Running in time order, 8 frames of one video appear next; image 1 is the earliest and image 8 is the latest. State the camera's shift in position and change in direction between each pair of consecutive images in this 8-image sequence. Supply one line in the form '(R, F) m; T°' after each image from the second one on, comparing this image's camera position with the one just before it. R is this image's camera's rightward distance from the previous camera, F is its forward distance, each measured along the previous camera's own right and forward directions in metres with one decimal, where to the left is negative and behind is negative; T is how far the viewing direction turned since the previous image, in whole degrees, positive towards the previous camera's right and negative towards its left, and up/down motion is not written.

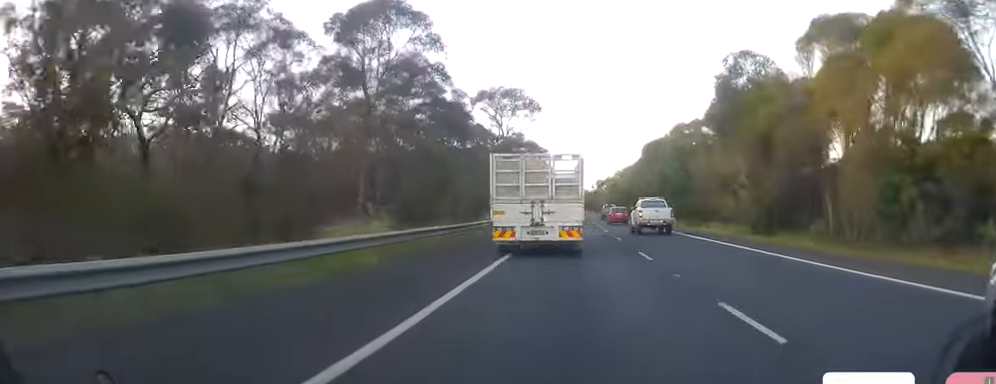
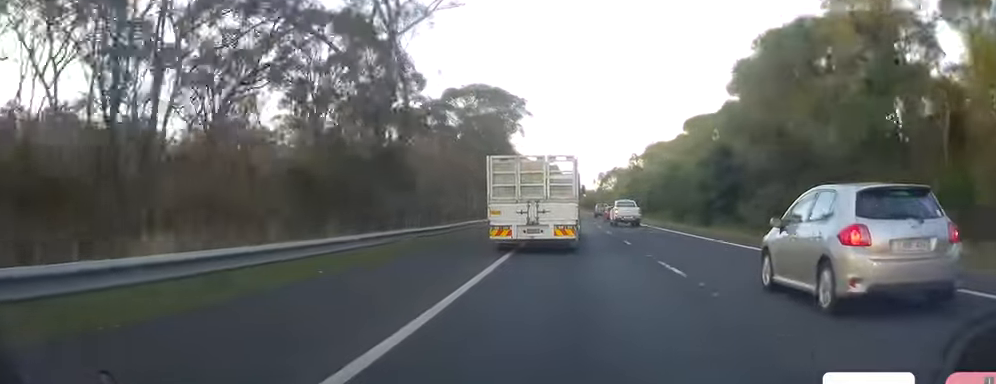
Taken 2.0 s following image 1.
(-0.2, +52.0) m; 0°
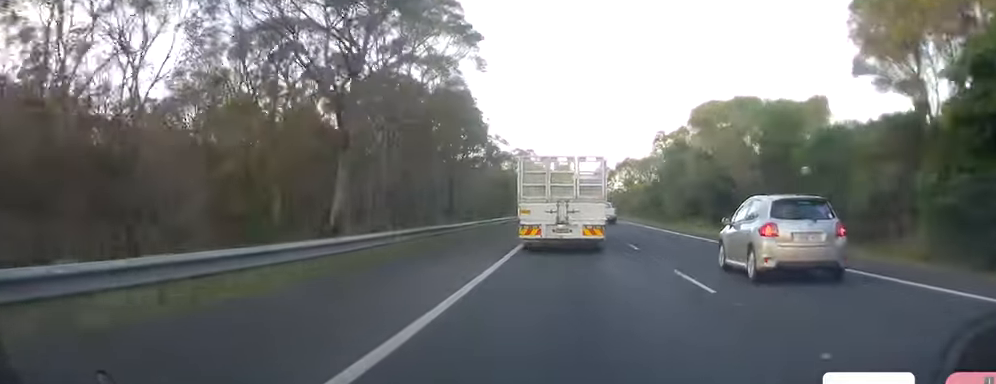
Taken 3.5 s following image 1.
(+0.2, +38.4) m; 0°
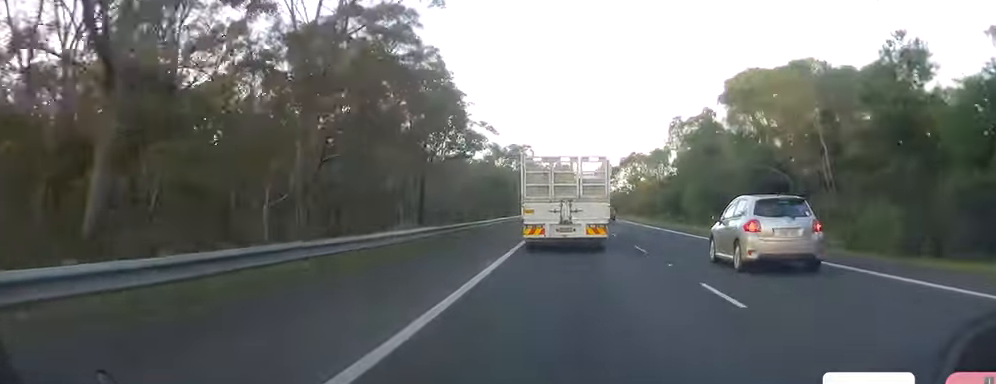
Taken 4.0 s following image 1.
(-0.2, +14.0) m; 0°
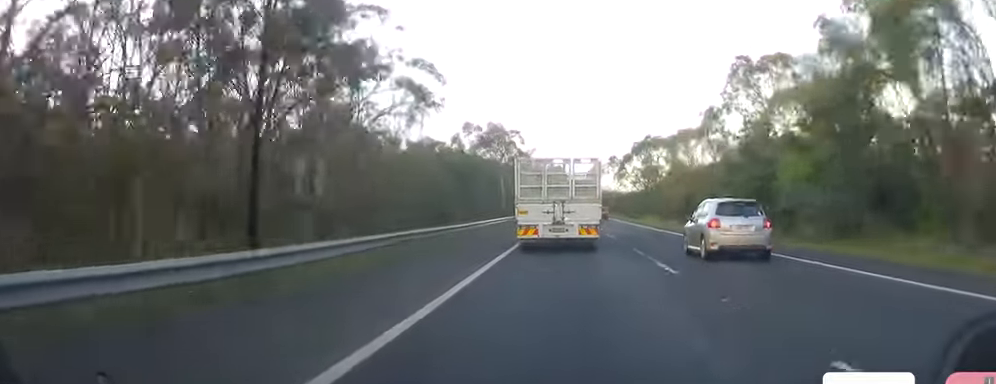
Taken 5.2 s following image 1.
(-0.1, +30.7) m; 0°
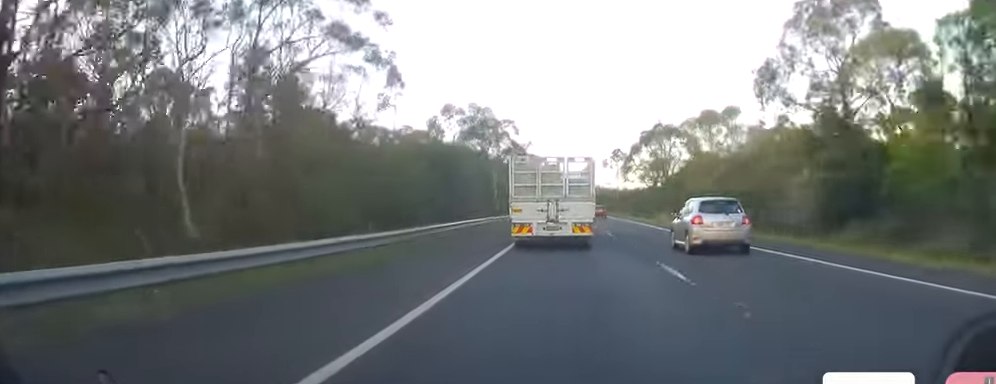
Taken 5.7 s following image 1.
(0.0, +14.0) m; +1°
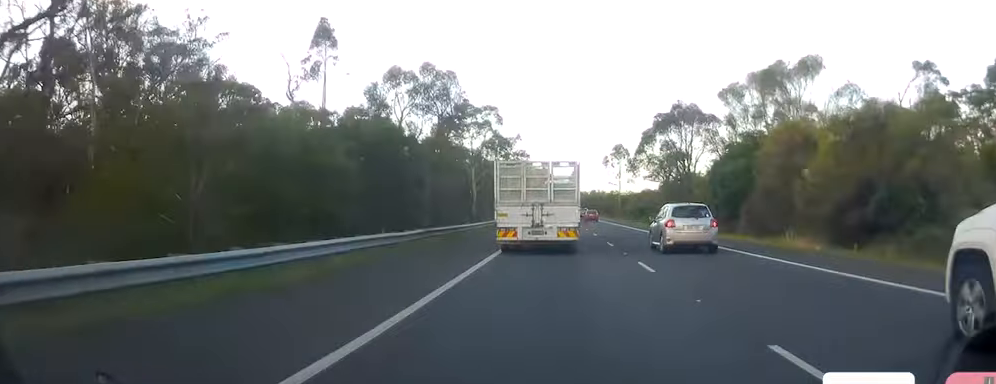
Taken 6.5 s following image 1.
(+0.1, +21.0) m; +1°
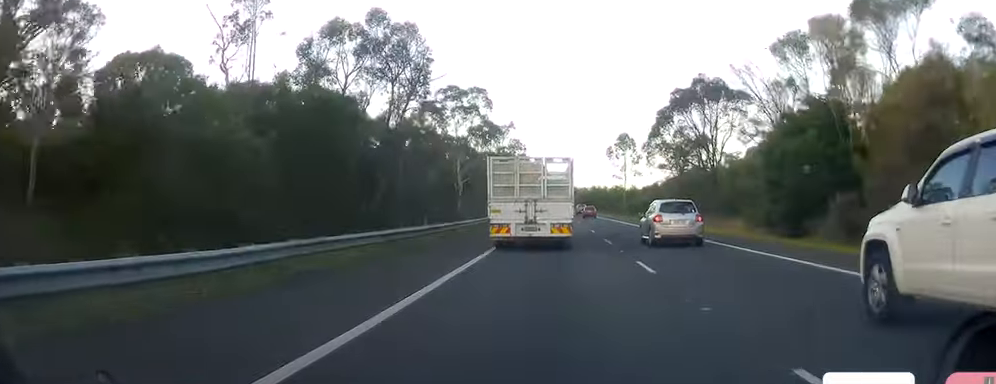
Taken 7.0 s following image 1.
(+0.3, +13.1) m; 0°
